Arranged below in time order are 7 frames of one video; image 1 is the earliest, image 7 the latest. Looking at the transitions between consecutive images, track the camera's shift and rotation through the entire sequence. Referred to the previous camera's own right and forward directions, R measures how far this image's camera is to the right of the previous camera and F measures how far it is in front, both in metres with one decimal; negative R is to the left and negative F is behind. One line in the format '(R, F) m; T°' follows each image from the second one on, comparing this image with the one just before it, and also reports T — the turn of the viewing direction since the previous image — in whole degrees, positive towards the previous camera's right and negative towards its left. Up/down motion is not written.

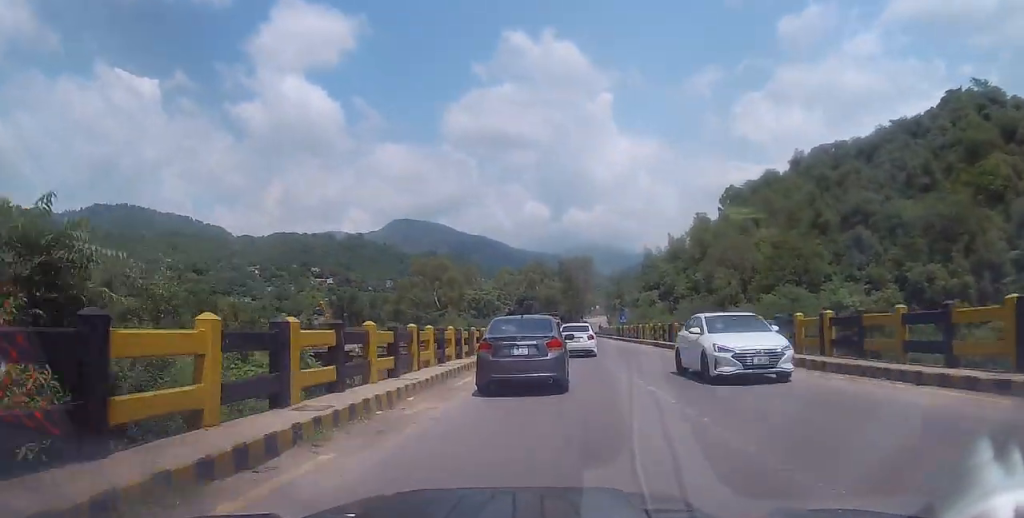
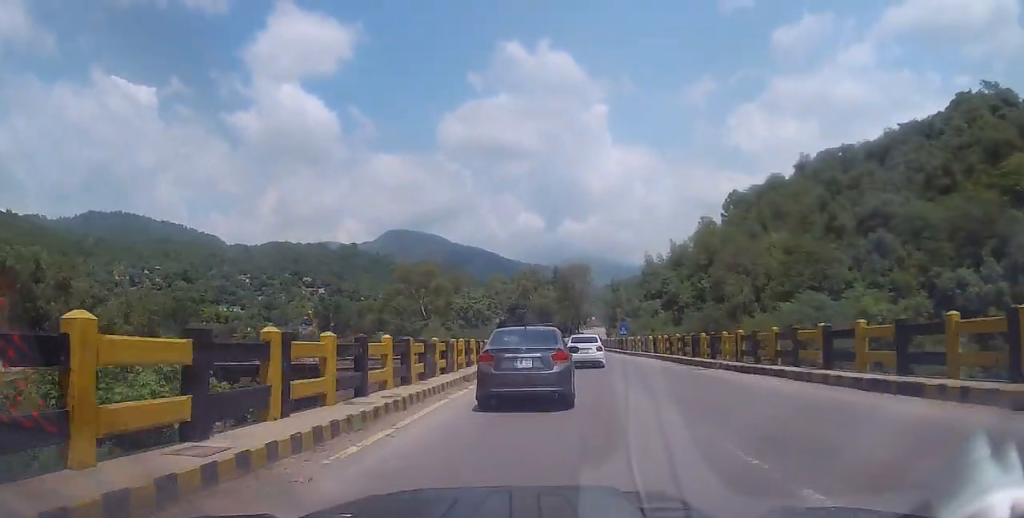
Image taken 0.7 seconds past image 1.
(-0.3, +7.7) m; -1°
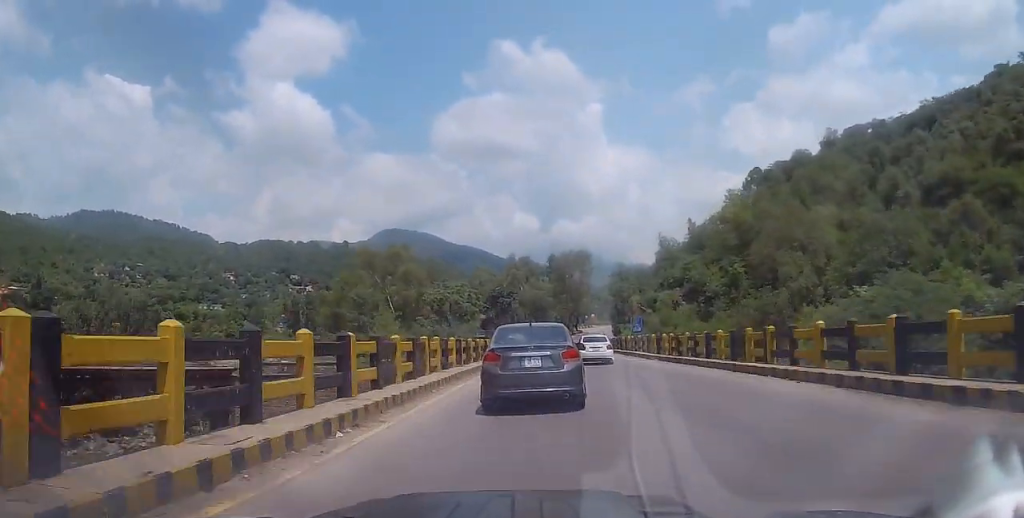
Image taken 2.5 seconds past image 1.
(+0.3, +19.3) m; +2°
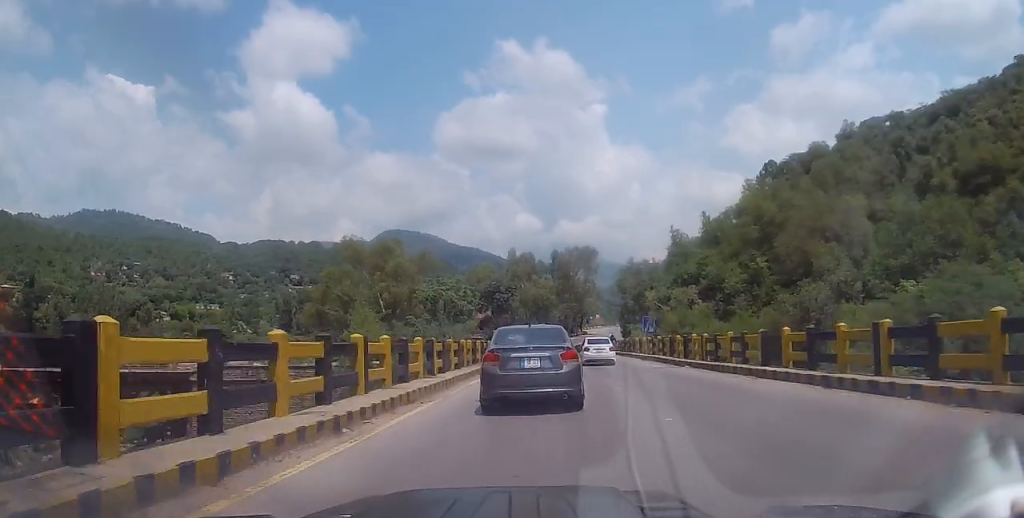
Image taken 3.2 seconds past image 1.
(0.0, +7.0) m; 0°
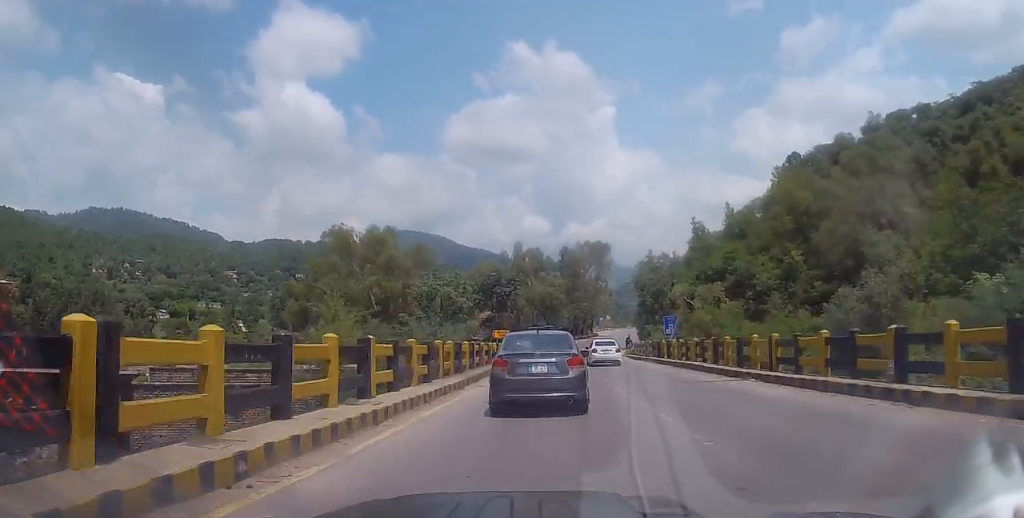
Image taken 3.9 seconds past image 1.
(0.0, +7.9) m; +1°
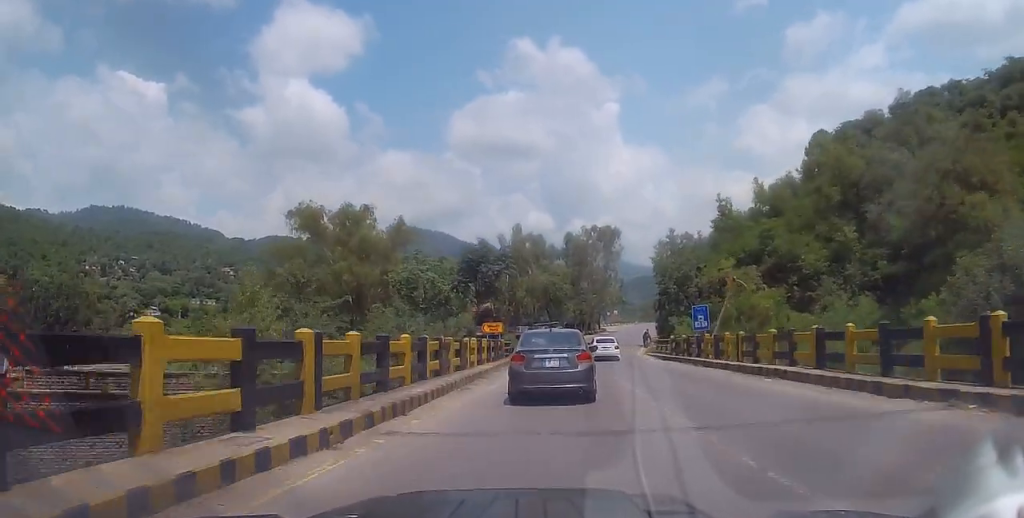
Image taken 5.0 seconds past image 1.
(+0.2, +10.8) m; -2°
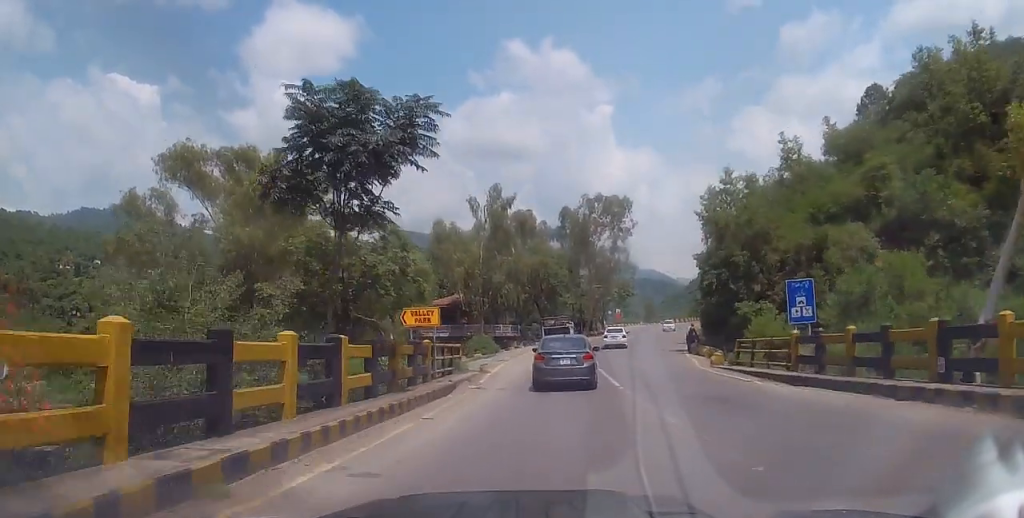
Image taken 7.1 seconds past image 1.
(-1.2, +21.4) m; +1°
